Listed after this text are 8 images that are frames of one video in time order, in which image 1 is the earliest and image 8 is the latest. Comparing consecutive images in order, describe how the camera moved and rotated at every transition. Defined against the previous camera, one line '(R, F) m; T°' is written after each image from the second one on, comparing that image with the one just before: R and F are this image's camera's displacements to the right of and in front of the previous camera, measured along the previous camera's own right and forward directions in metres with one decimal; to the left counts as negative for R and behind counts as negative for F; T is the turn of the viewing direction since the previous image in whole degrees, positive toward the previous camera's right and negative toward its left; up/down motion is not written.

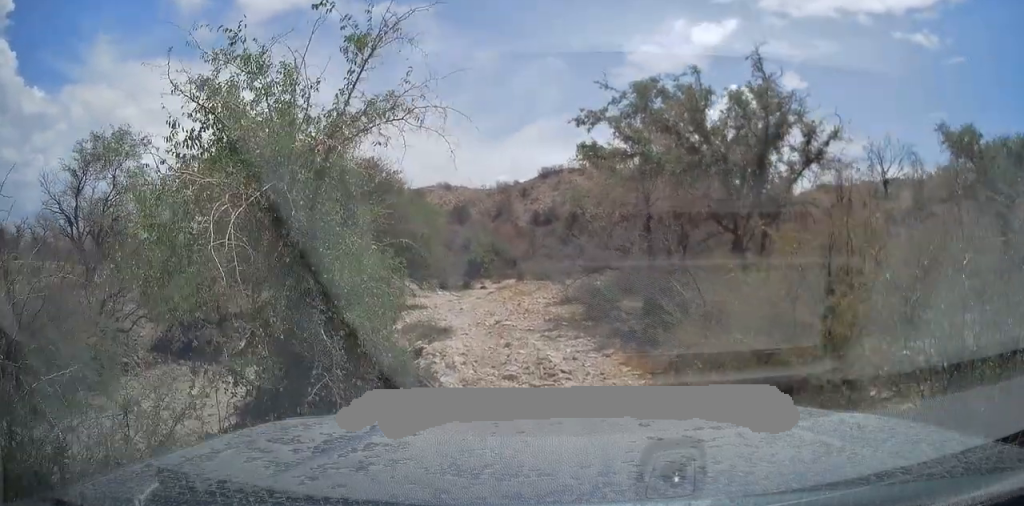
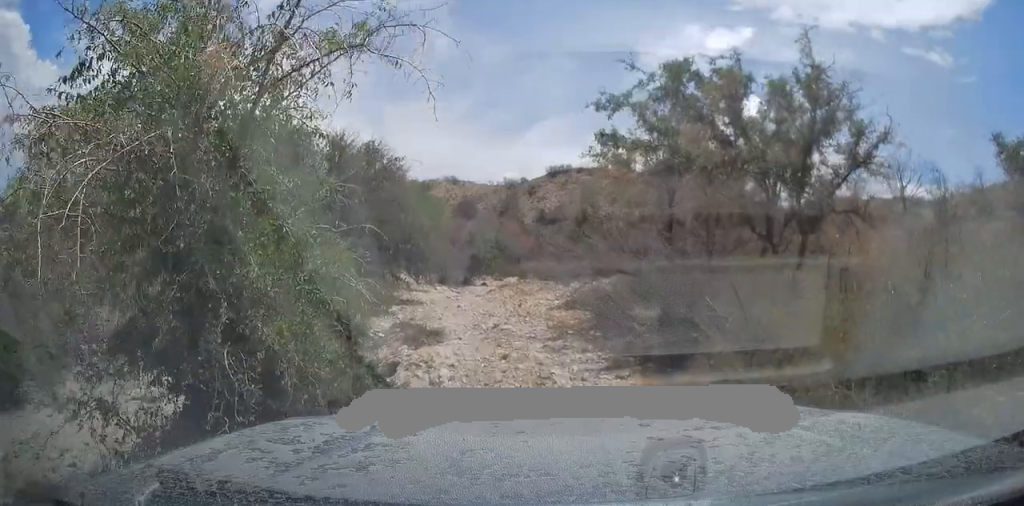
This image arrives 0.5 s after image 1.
(+0.1, +1.5) m; +3°
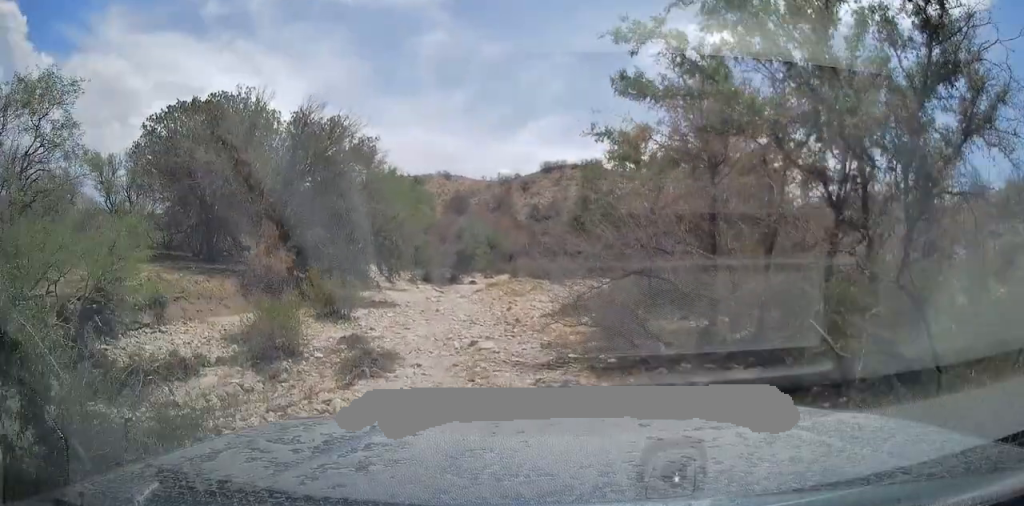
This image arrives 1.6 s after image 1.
(+0.3, +3.3) m; -8°
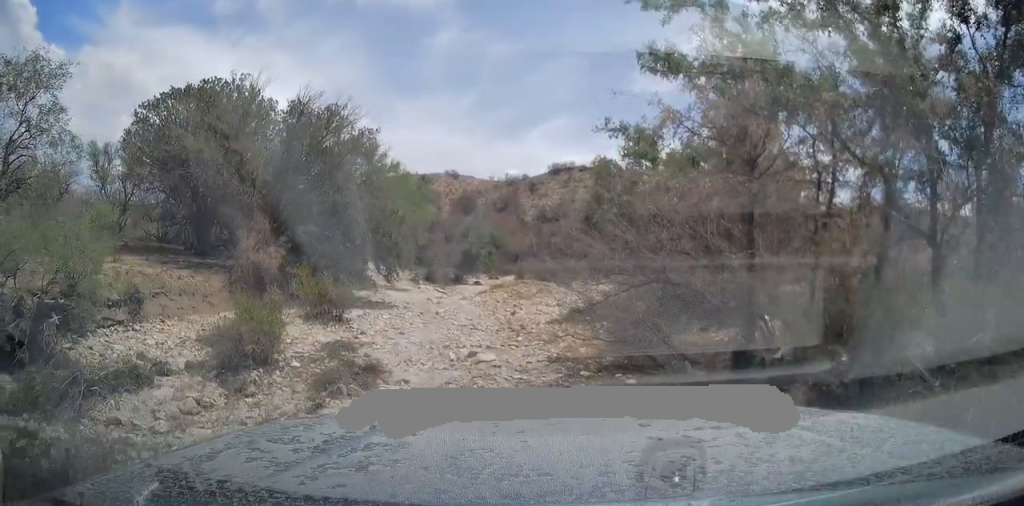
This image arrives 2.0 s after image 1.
(-0.2, +1.2) m; -7°
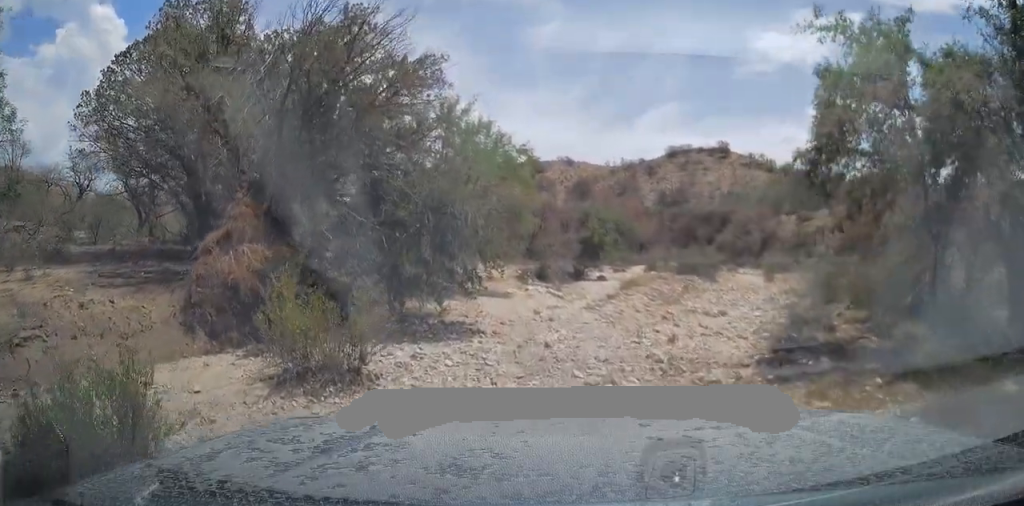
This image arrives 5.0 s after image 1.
(-0.7, +7.5) m; -3°
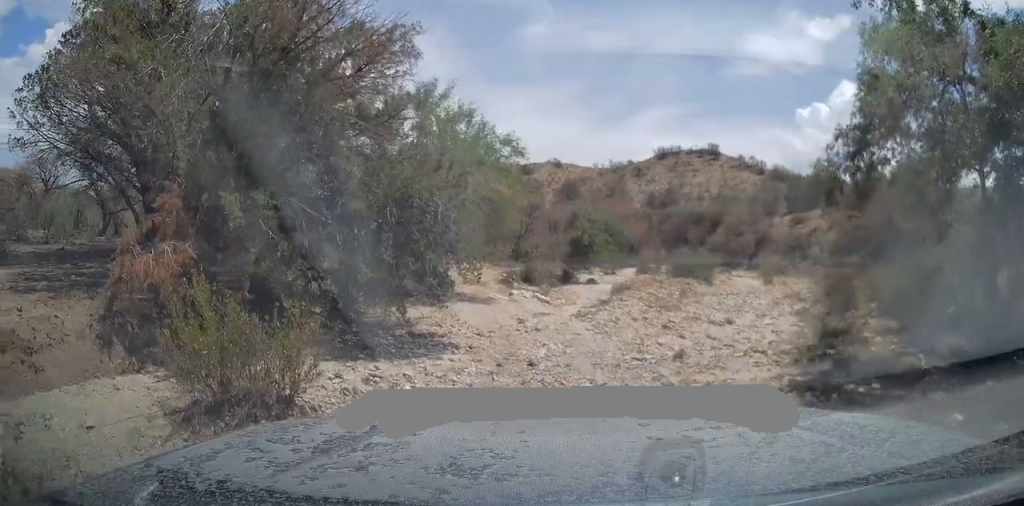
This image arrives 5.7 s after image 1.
(+0.1, +1.9) m; +8°
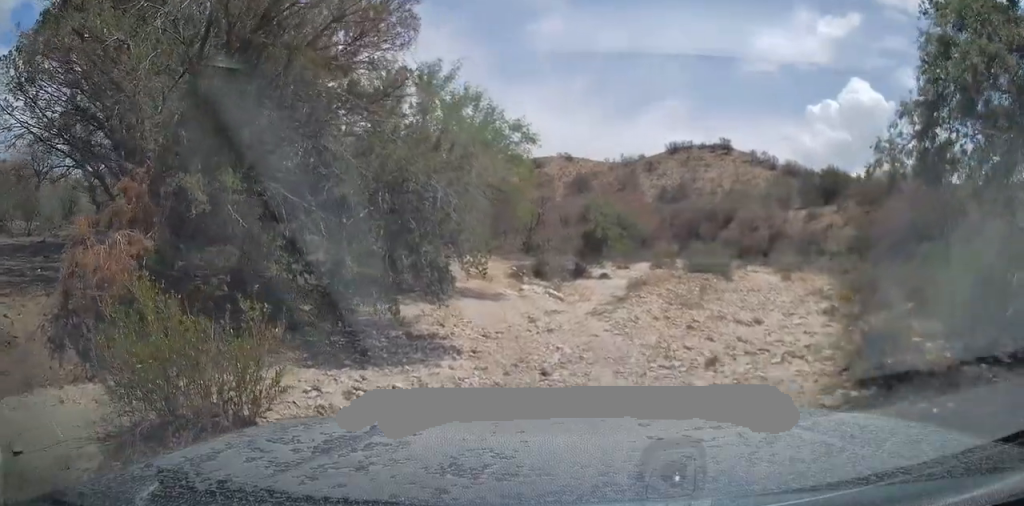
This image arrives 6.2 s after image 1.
(-0.1, +1.4) m; +7°
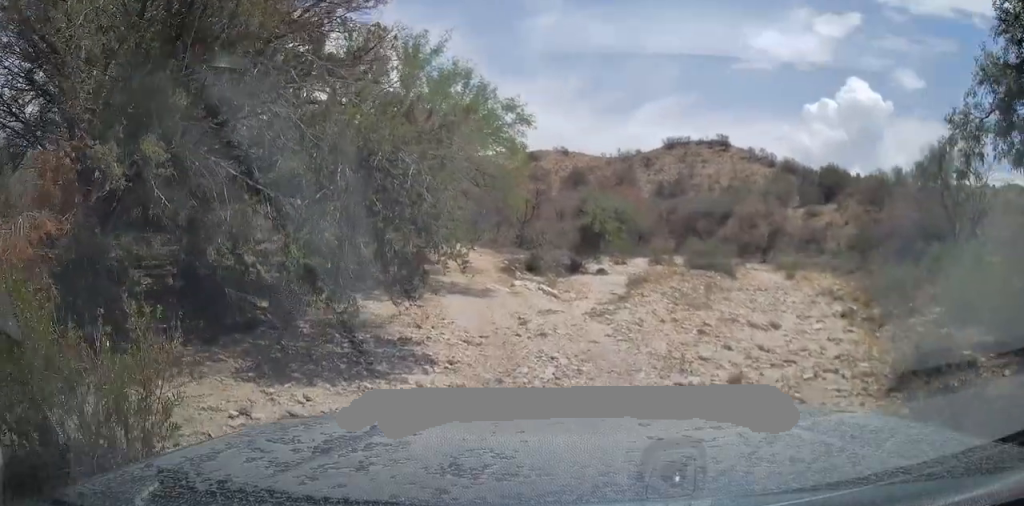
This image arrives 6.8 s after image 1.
(+0.3, +1.6) m; 0°
